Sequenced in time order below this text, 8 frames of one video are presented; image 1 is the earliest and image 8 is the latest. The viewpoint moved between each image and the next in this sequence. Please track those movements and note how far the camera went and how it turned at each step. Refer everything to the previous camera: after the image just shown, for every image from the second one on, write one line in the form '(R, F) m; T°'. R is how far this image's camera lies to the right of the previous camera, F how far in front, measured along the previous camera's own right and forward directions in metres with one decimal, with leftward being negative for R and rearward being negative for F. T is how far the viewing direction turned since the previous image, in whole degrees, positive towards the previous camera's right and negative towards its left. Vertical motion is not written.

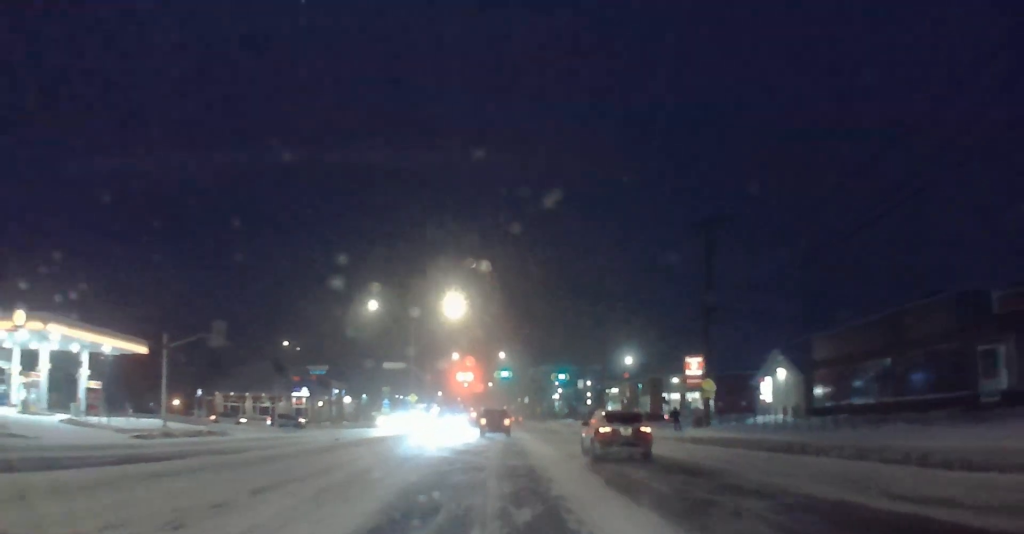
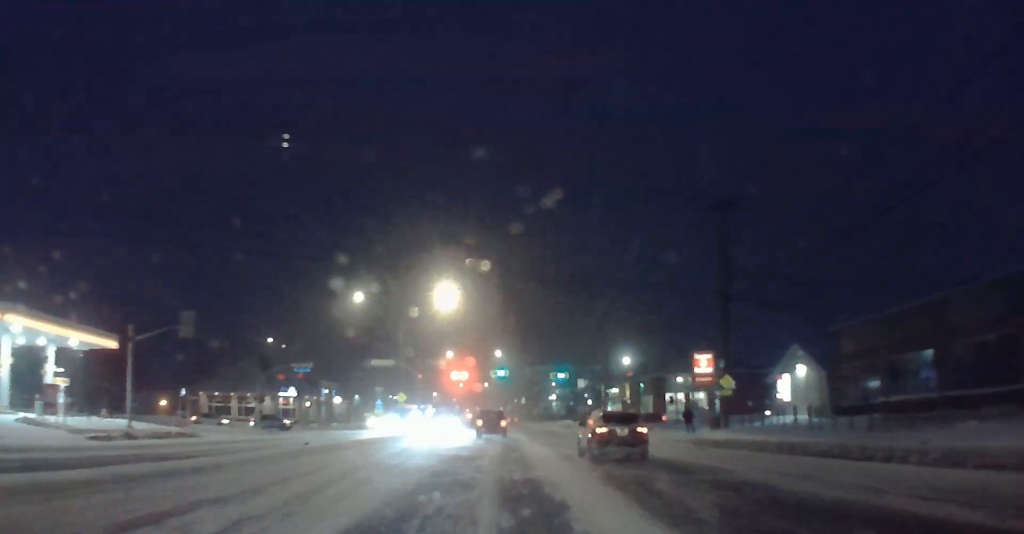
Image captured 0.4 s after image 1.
(0.0, +4.0) m; 0°
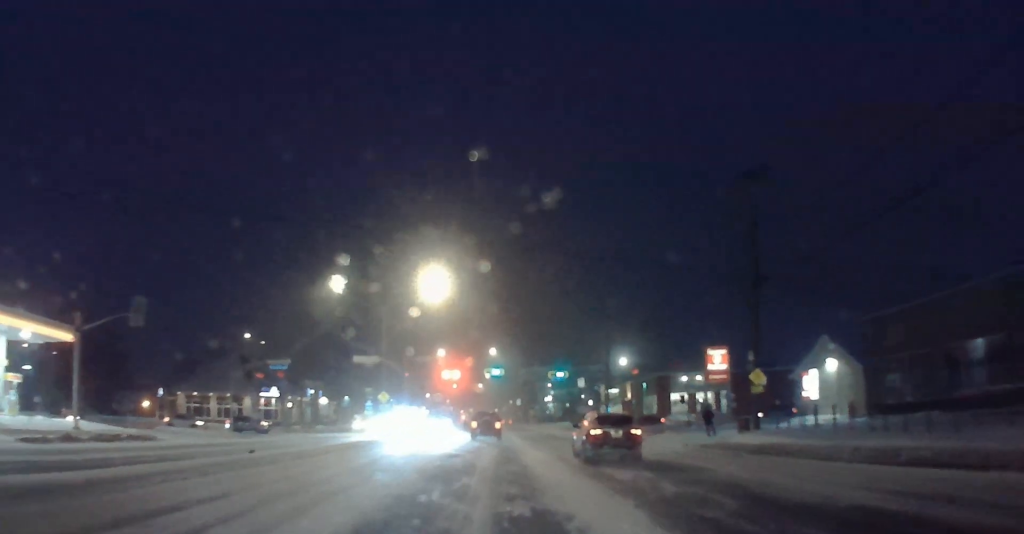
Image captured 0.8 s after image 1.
(0.0, +5.0) m; 0°
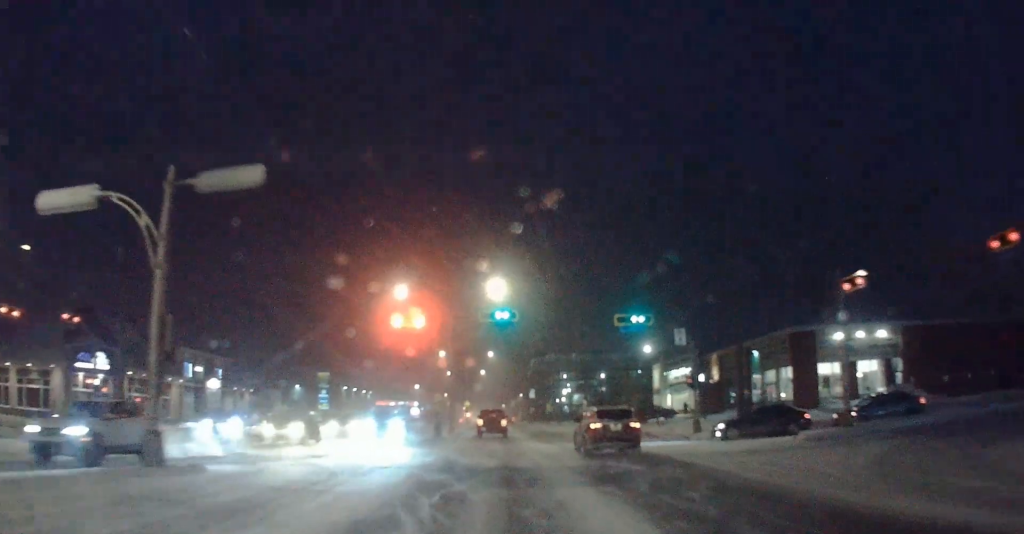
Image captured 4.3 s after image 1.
(+0.2, +38.4) m; 0°
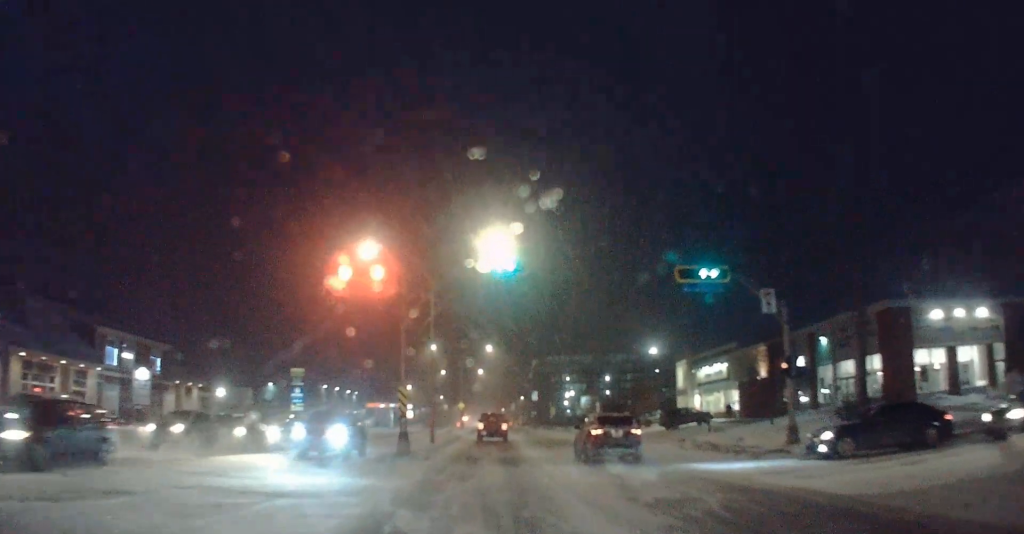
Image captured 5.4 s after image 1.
(-0.1, +12.4) m; 0°
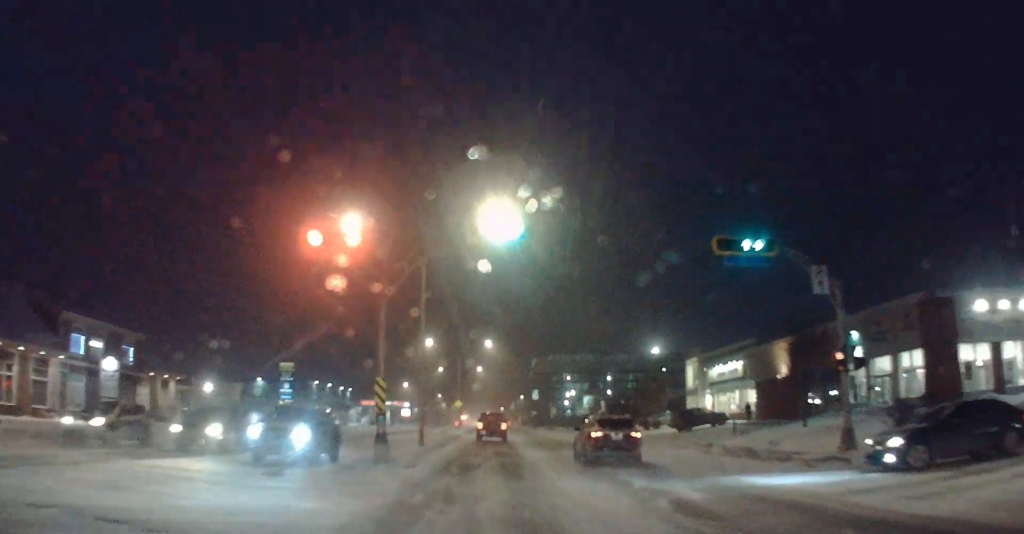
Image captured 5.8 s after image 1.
(0.0, +4.3) m; 0°
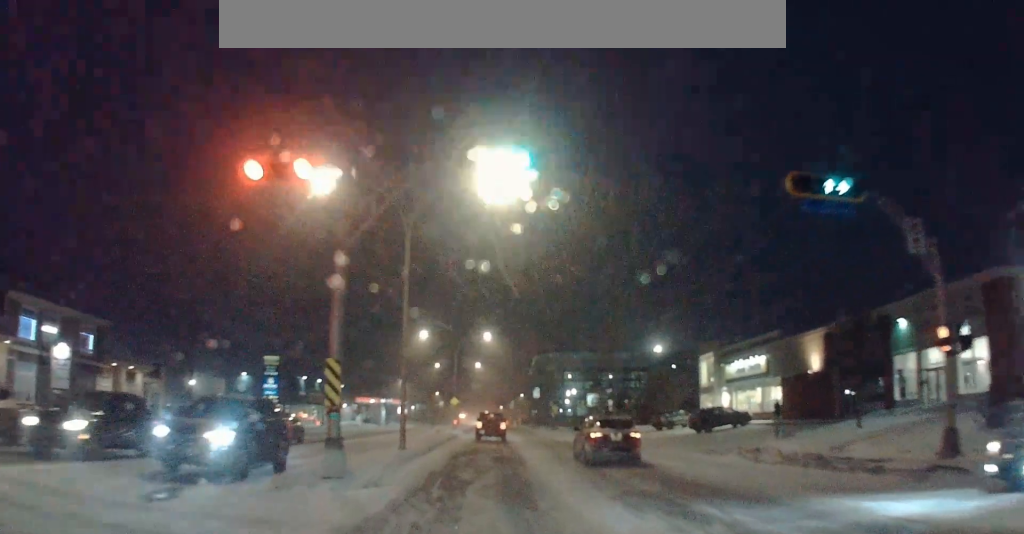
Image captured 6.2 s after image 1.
(0.0, +5.3) m; 0°
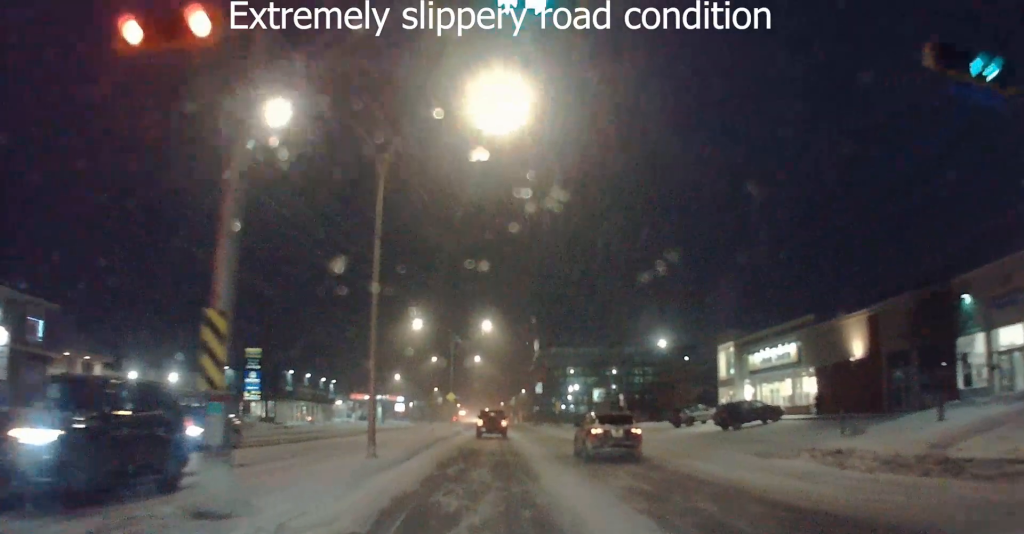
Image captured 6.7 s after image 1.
(0.0, +5.8) m; 0°
